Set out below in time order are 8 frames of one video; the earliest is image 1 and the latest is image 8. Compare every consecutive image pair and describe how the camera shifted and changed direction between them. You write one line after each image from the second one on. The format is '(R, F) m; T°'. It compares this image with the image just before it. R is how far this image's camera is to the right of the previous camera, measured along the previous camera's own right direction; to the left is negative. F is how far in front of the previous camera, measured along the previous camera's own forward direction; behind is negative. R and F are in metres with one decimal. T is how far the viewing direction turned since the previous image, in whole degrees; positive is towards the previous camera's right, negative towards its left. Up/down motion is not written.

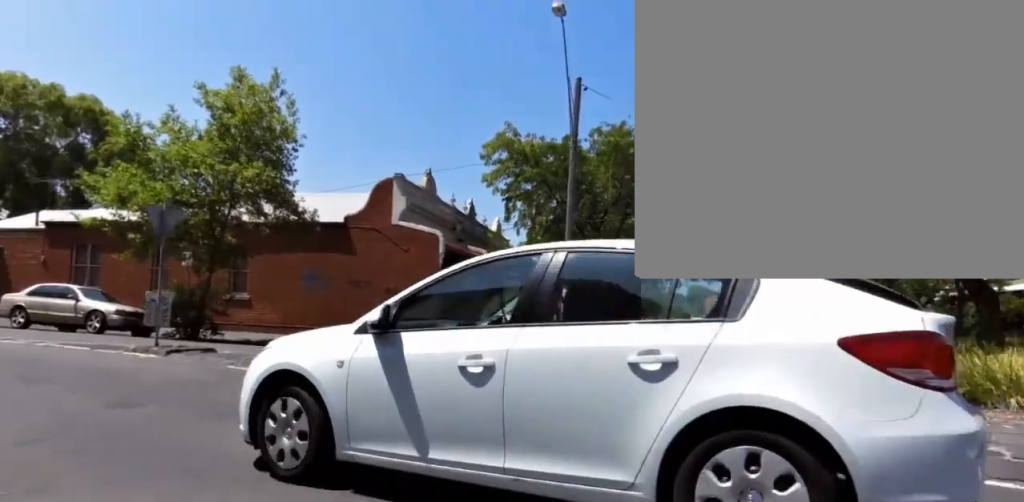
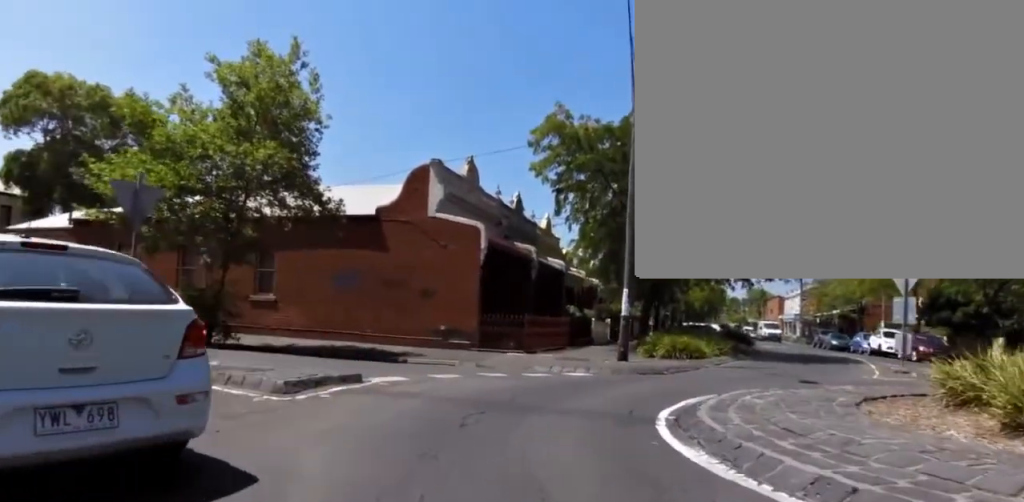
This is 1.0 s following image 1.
(0.0, +4.7) m; 0°
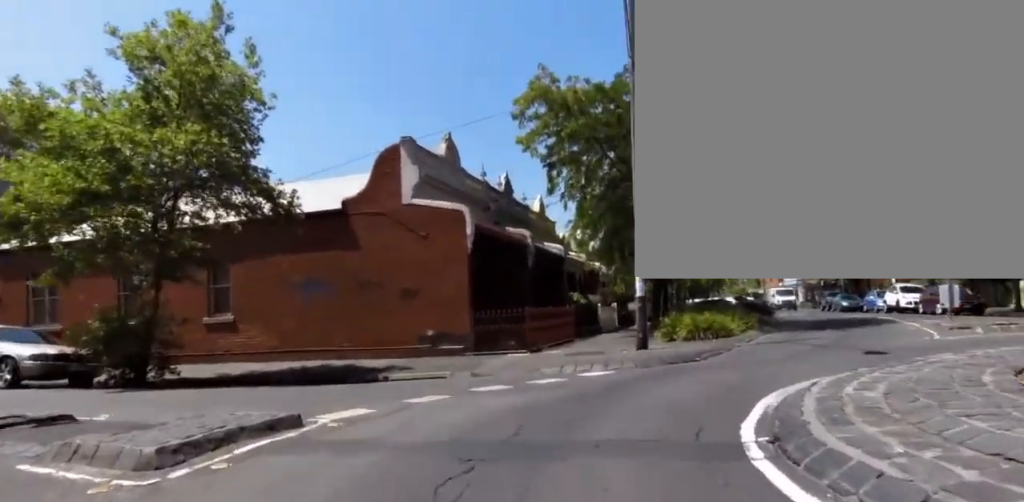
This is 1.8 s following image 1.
(0.0, +3.8) m; +3°
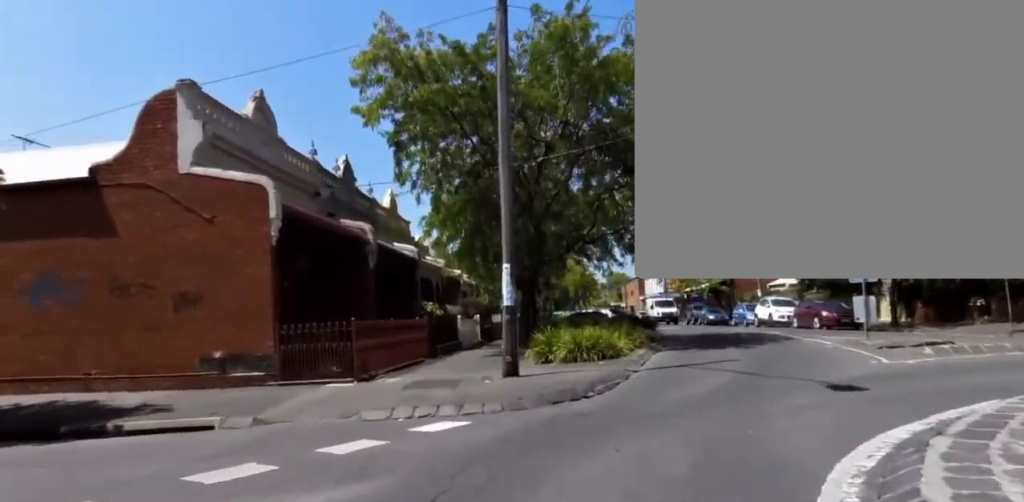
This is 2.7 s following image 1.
(+0.2, +5.2) m; +16°
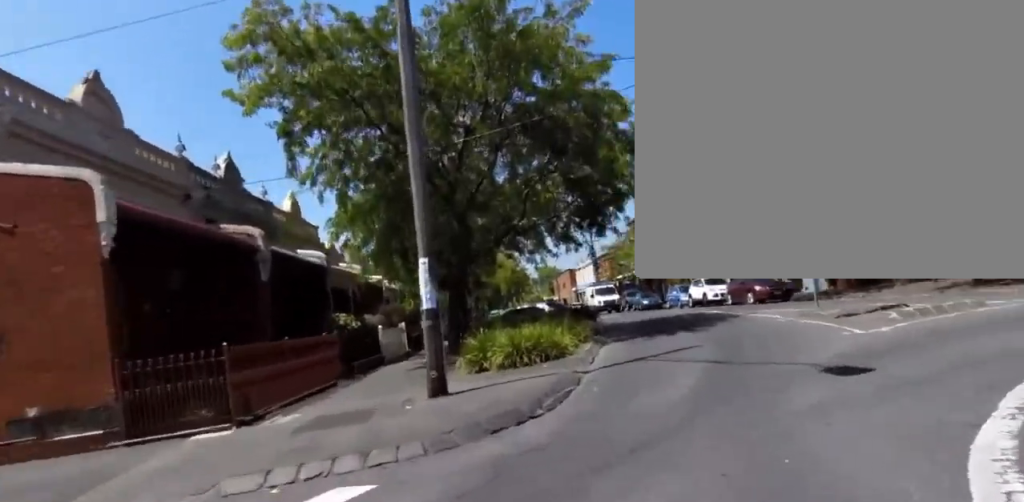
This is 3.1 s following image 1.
(+0.5, +2.2) m; +6°
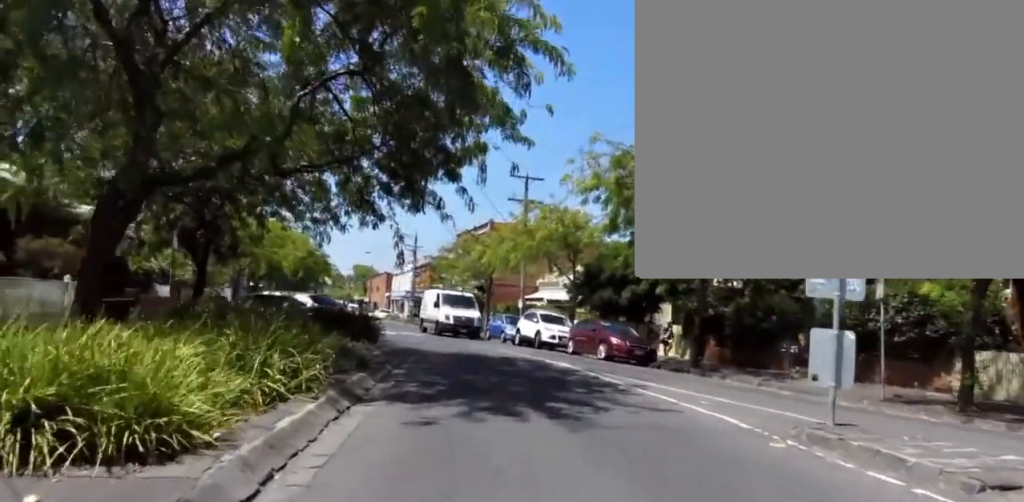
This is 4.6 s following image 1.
(+1.0, +8.7) m; -2°
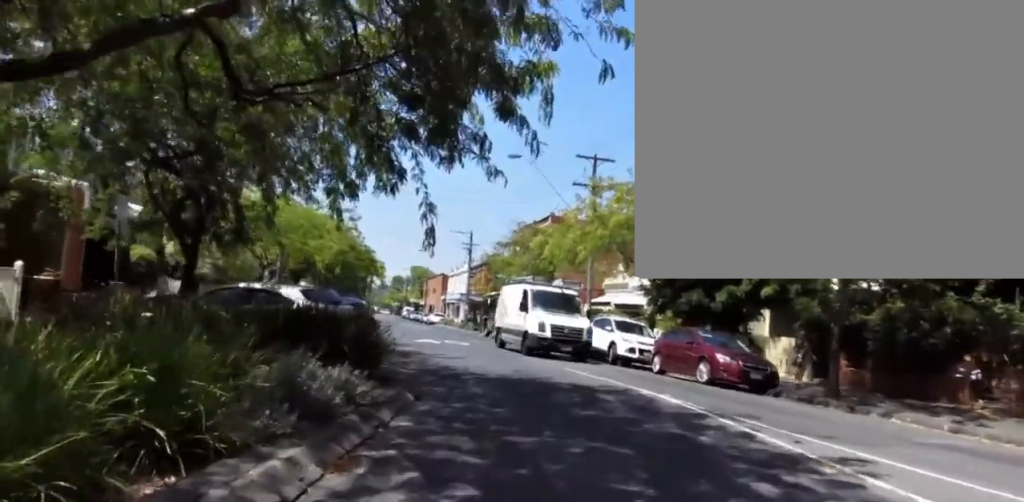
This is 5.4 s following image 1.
(-0.7, +4.4) m; -7°
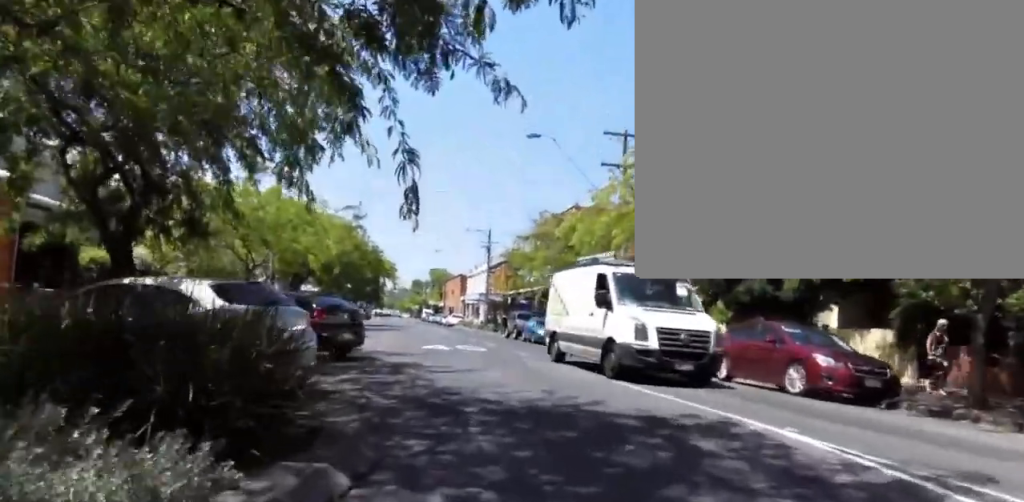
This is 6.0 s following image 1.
(-0.1, +3.3) m; -4°
